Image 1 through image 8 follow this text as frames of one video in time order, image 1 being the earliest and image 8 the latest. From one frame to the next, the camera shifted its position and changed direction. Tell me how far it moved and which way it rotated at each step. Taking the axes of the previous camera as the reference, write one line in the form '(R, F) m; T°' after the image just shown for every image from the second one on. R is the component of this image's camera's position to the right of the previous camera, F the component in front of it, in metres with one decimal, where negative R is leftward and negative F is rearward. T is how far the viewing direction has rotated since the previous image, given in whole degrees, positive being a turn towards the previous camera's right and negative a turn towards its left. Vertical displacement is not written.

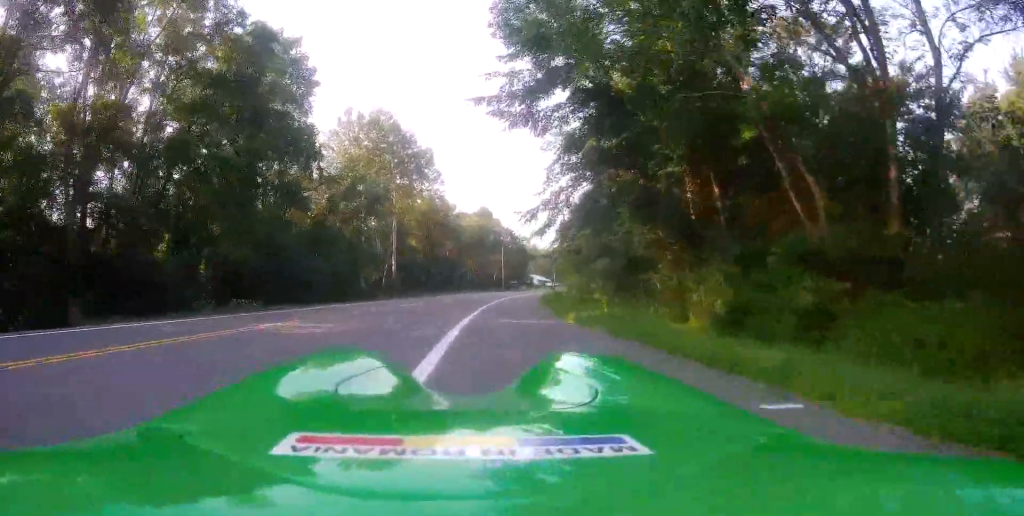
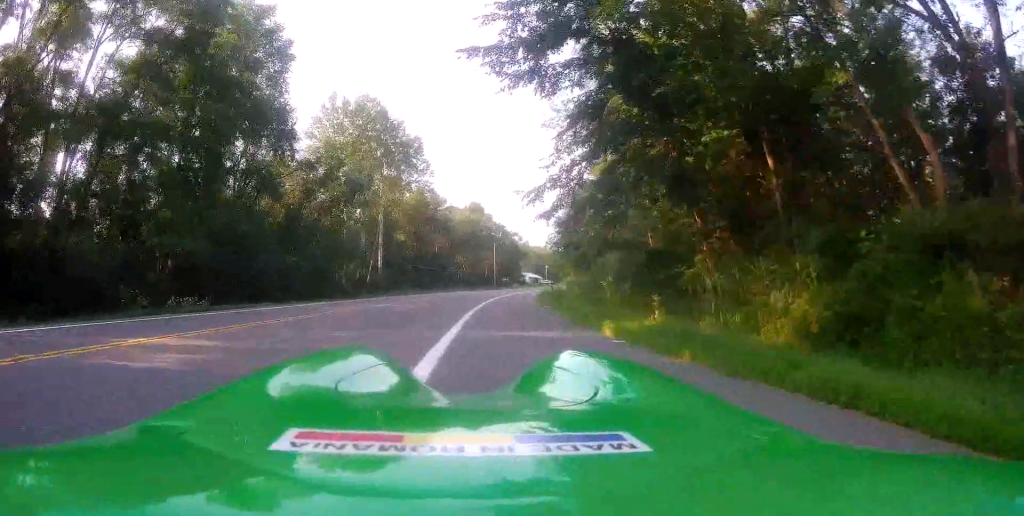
(+0.2, +4.9) m; +2°
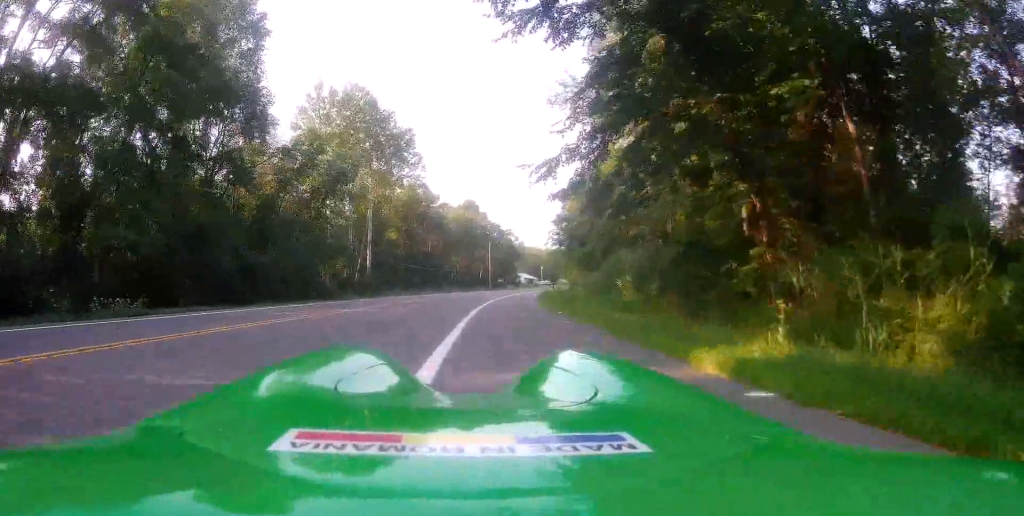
(+0.1, +4.5) m; +1°
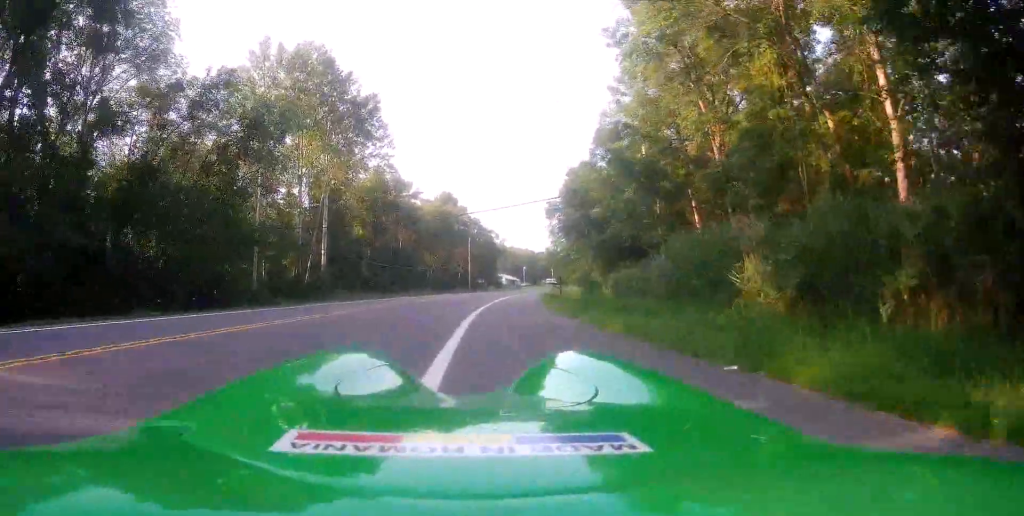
(+0.3, +13.8) m; +2°
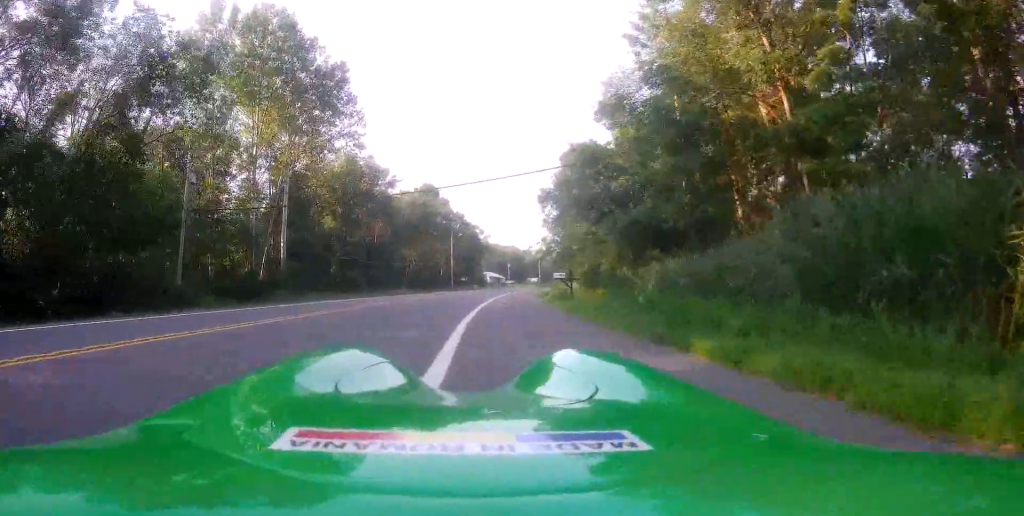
(+0.1, +8.8) m; -1°
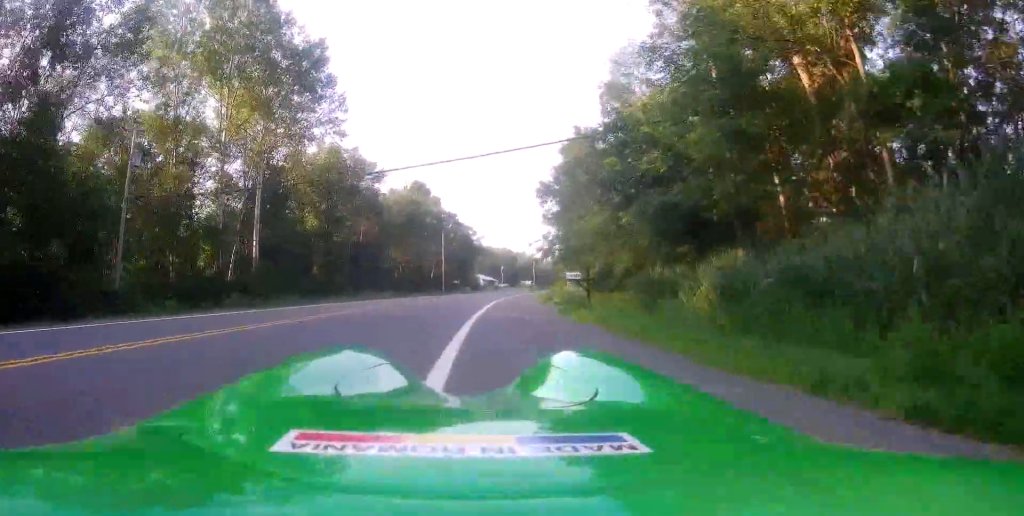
(-0.1, +5.3) m; -1°
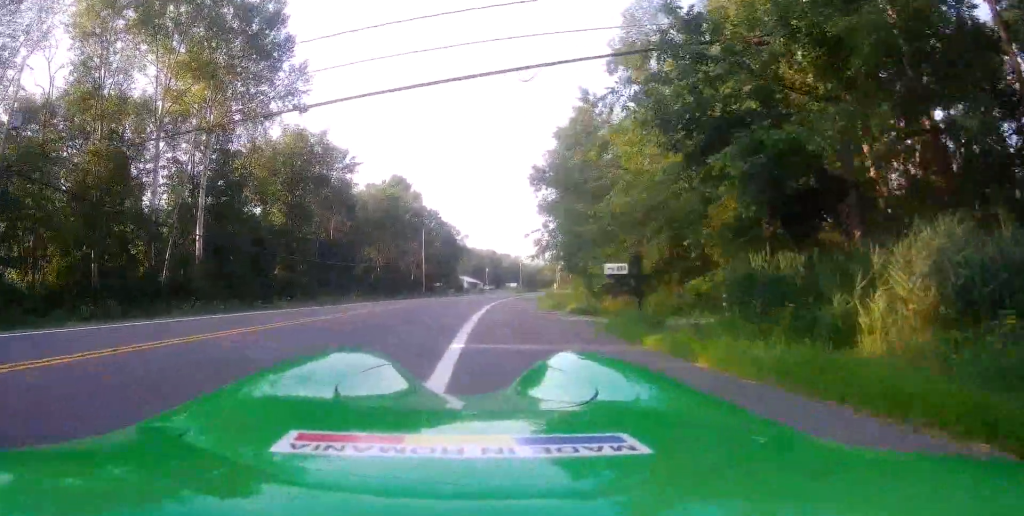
(0.0, +8.4) m; +2°
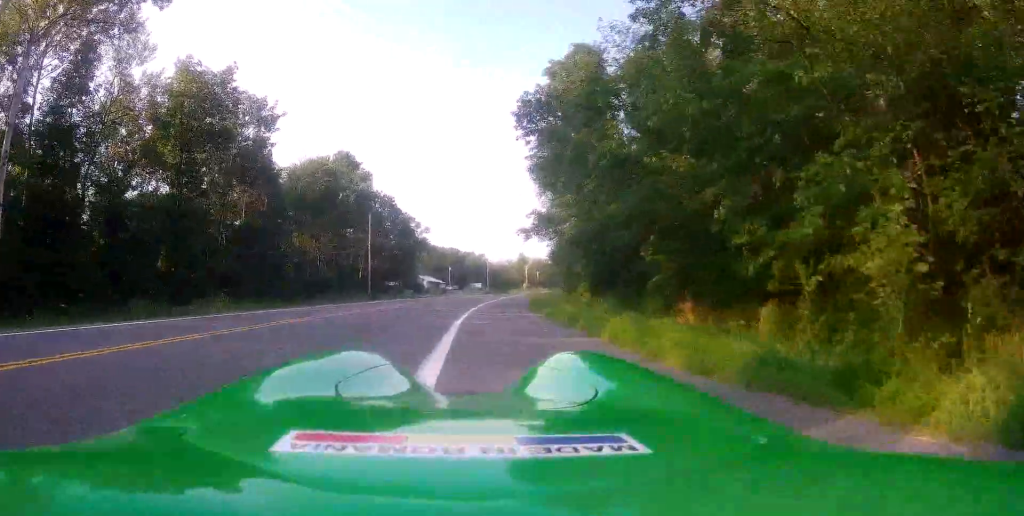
(+0.9, +18.0) m; +8°
